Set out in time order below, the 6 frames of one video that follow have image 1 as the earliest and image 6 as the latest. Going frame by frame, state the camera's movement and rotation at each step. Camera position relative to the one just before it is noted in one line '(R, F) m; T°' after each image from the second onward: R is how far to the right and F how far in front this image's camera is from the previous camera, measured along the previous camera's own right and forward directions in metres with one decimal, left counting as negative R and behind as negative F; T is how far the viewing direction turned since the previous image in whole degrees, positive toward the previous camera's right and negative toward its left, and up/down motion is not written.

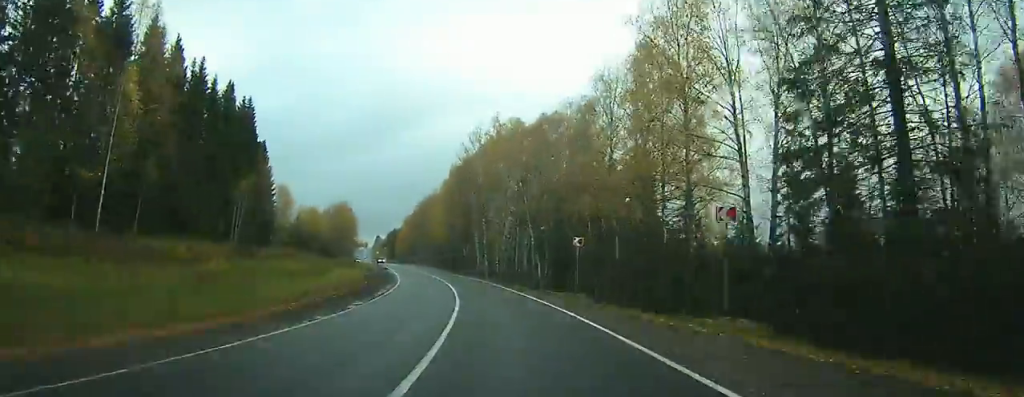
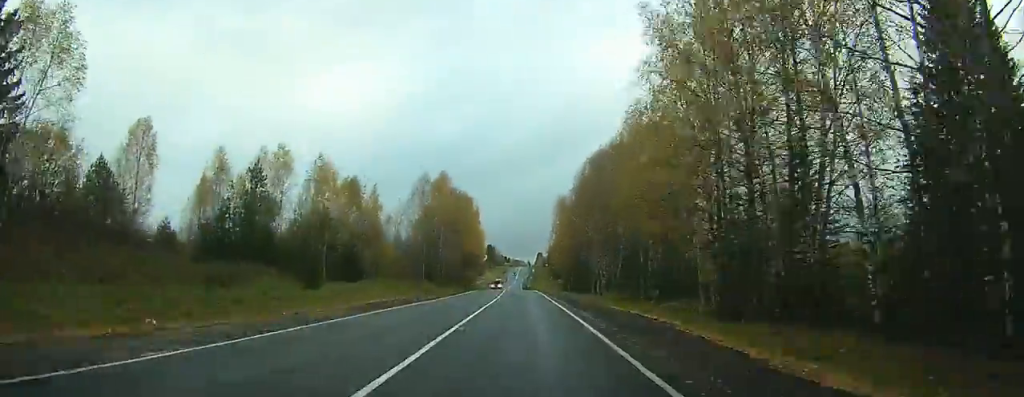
(-16.0, +98.9) m; -14°
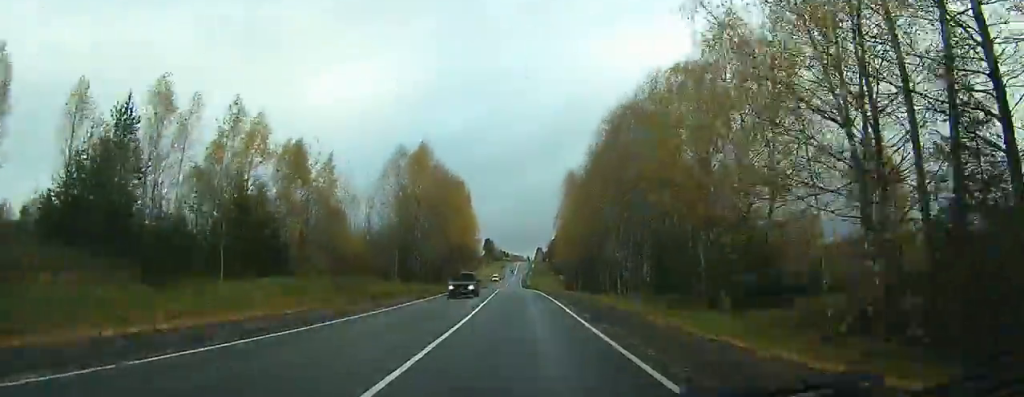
(-0.4, +20.2) m; -2°
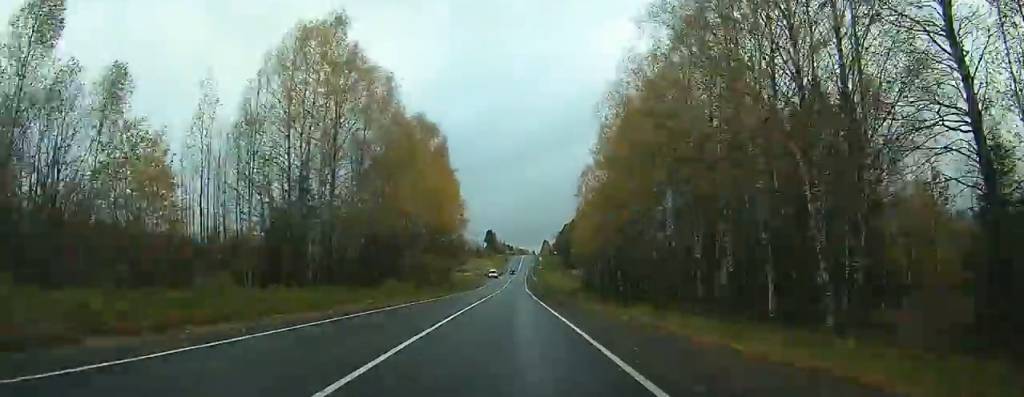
(-0.5, +43.9) m; -1°
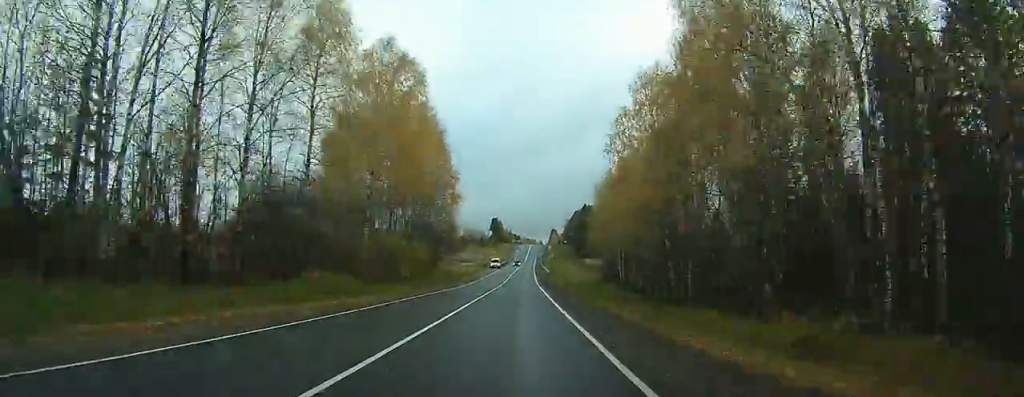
(-0.2, +23.3) m; 0°
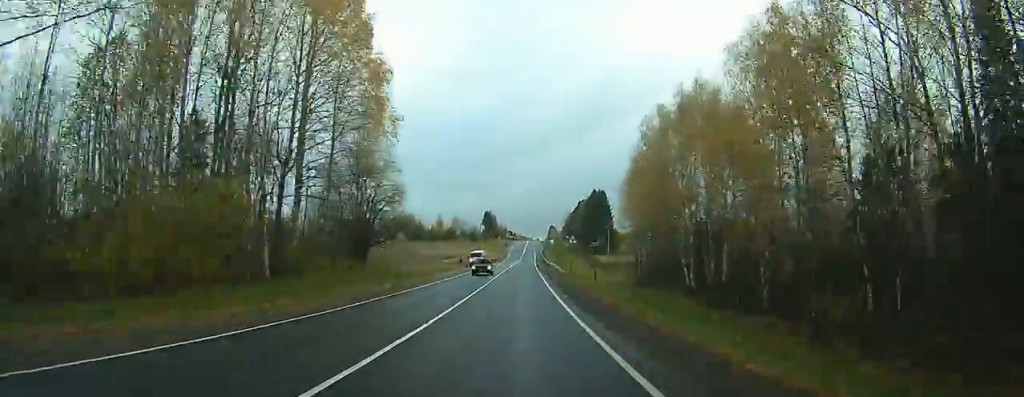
(0.0, +44.8) m; 0°
